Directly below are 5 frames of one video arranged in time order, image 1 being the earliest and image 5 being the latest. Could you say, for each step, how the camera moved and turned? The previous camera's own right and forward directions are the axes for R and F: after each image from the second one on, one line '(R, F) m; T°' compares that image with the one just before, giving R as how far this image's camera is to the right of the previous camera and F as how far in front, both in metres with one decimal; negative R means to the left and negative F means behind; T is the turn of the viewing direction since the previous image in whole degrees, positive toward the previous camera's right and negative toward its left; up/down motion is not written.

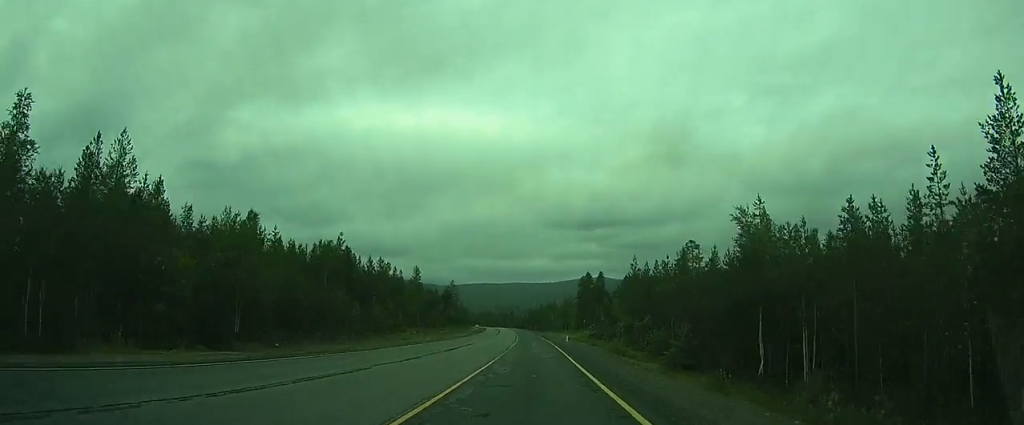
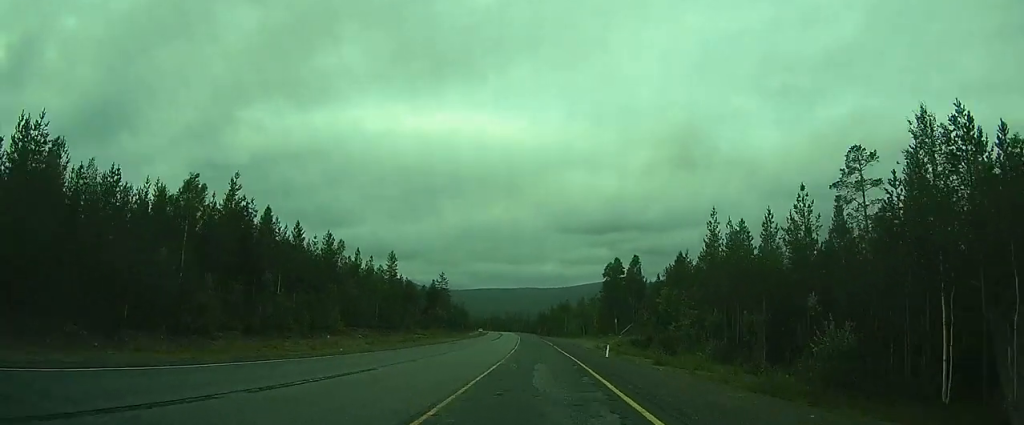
(-0.5, +30.3) m; -1°
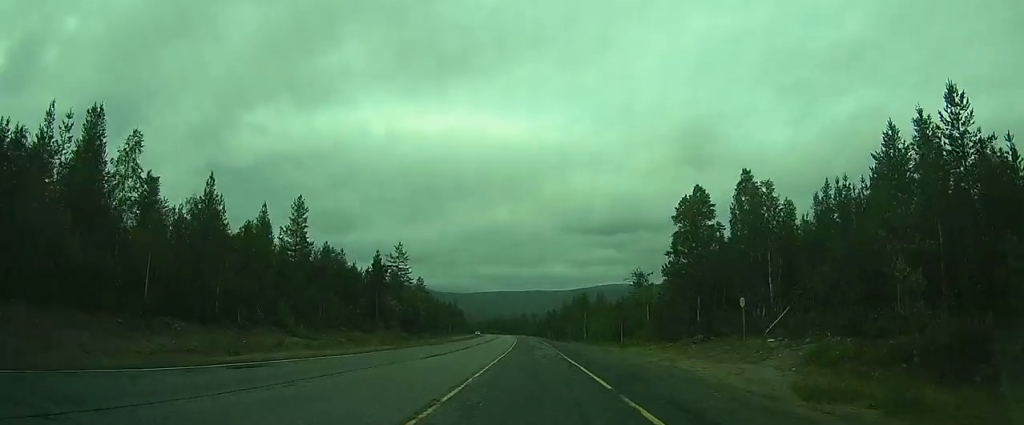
(-0.4, +43.7) m; -2°
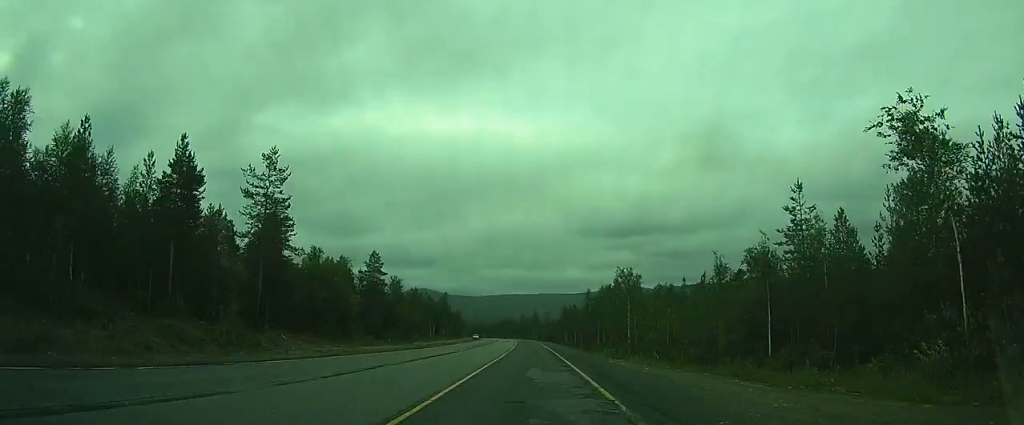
(-0.5, +43.5) m; -1°
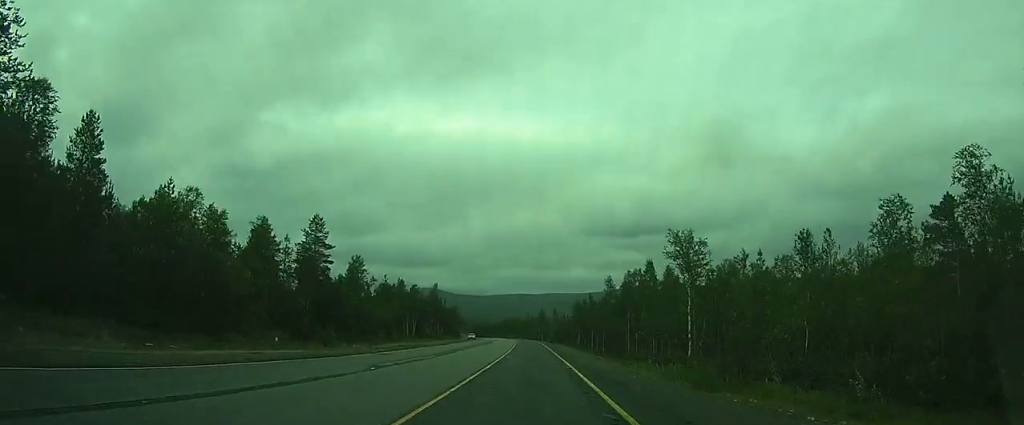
(-0.3, +25.4) m; 0°
